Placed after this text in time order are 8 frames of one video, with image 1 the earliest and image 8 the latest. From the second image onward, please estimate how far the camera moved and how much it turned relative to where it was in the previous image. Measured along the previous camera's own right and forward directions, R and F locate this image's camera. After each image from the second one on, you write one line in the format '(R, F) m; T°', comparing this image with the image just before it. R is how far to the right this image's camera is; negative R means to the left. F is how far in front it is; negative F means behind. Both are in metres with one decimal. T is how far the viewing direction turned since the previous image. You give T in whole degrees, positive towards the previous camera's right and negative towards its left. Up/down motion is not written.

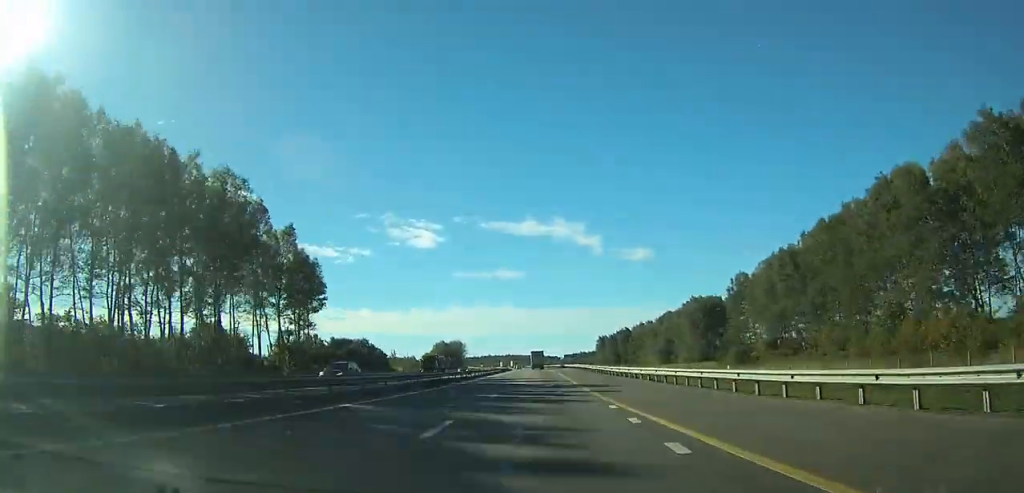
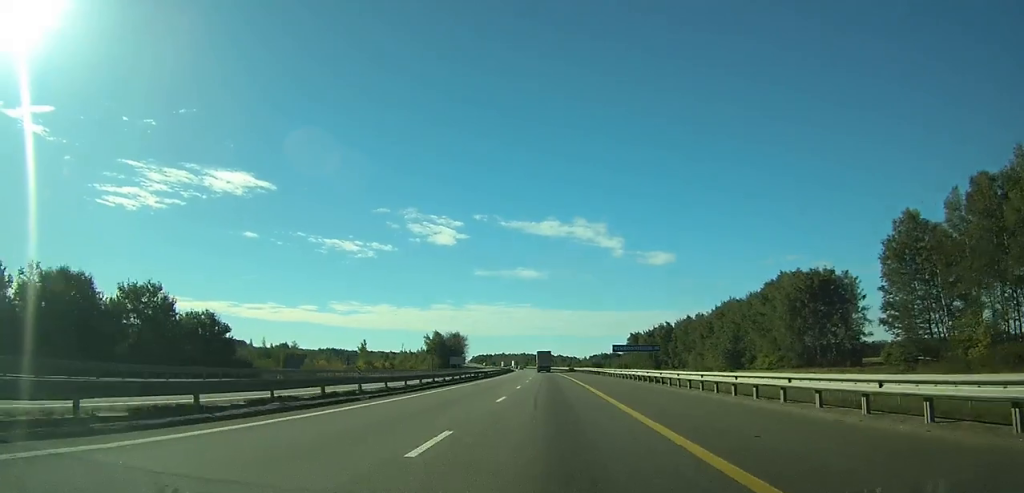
(-0.9, +73.2) m; -1°
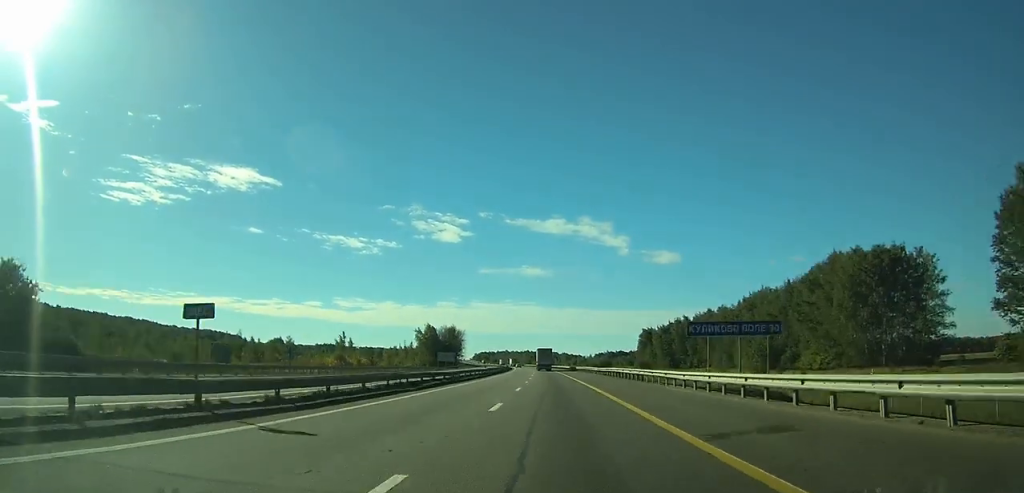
(-0.1, +28.1) m; 0°
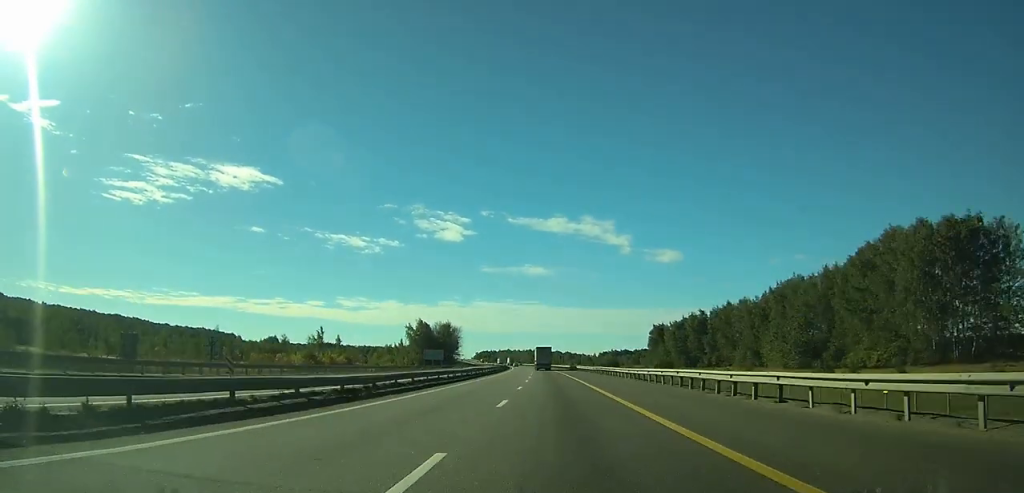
(-0.1, +22.5) m; 0°
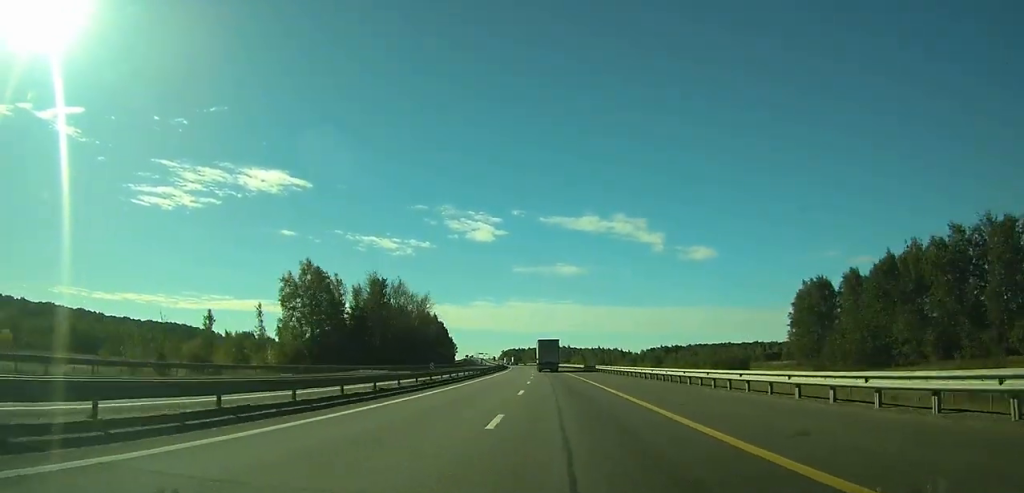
(-2.9, +138.0) m; -3°
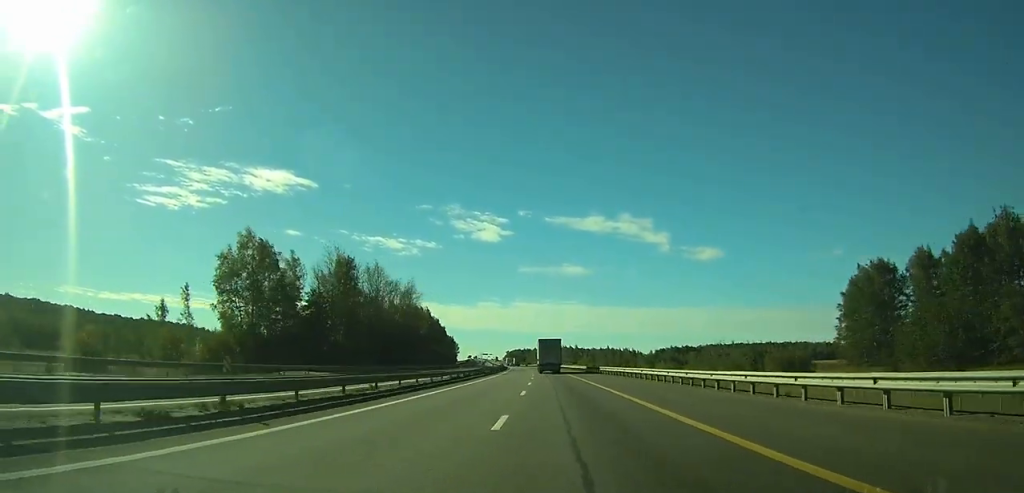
(-0.3, +24.1) m; -1°
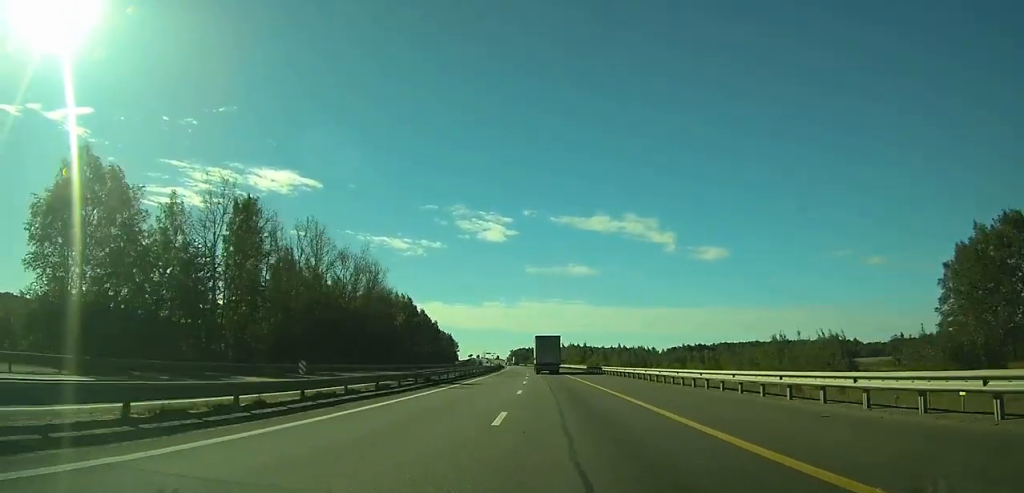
(-0.2, +35.2) m; -1°
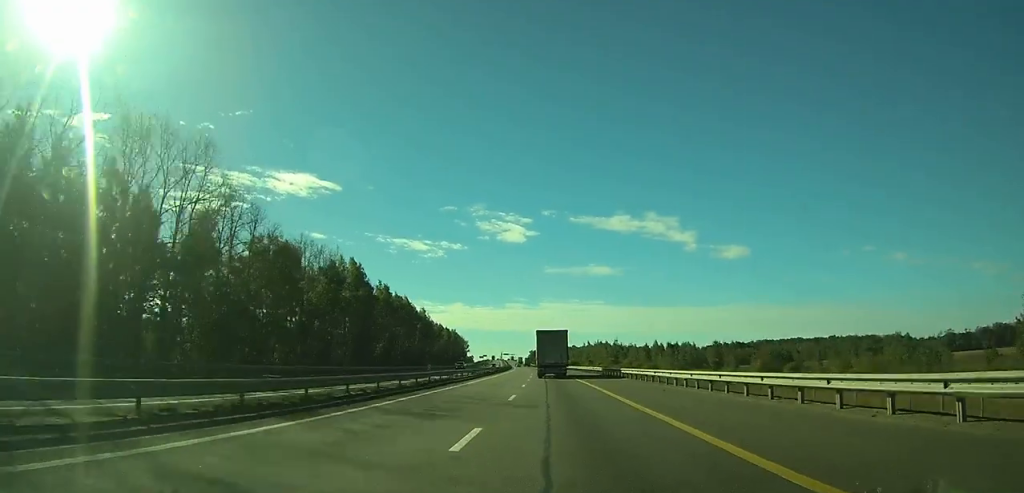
(-0.8, +62.8) m; -2°
